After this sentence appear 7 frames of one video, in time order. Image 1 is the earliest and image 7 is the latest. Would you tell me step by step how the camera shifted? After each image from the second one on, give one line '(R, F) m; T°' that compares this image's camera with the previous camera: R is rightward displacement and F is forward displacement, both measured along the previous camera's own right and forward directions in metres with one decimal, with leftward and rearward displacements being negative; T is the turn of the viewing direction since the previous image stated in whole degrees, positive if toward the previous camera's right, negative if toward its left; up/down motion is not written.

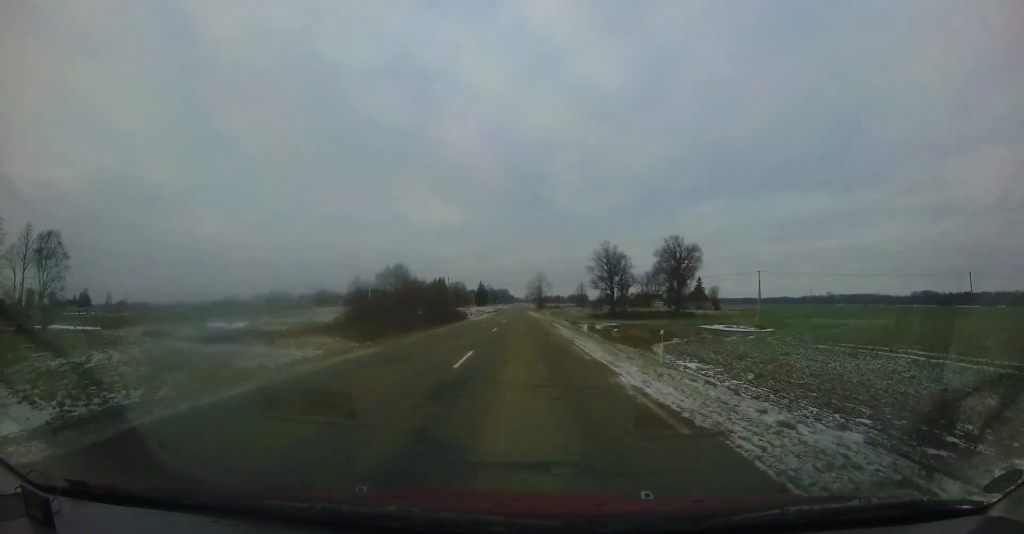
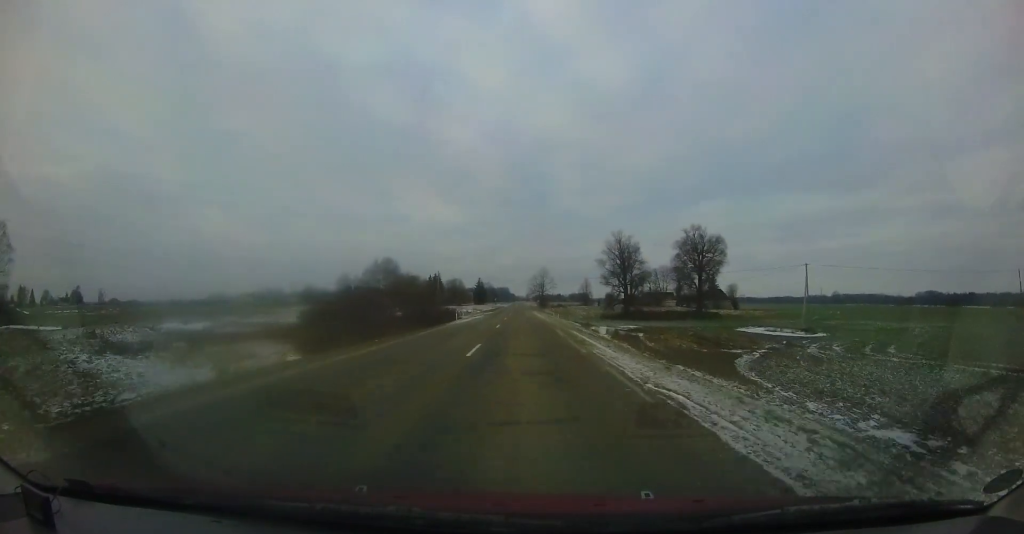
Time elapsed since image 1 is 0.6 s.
(0.0, +10.8) m; 0°
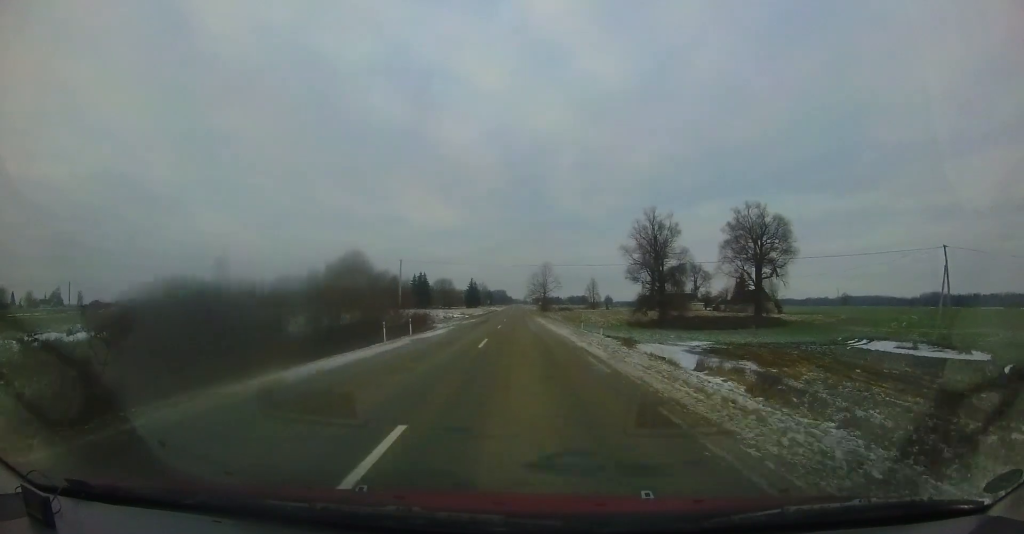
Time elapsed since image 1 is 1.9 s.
(+0.3, +21.8) m; -1°
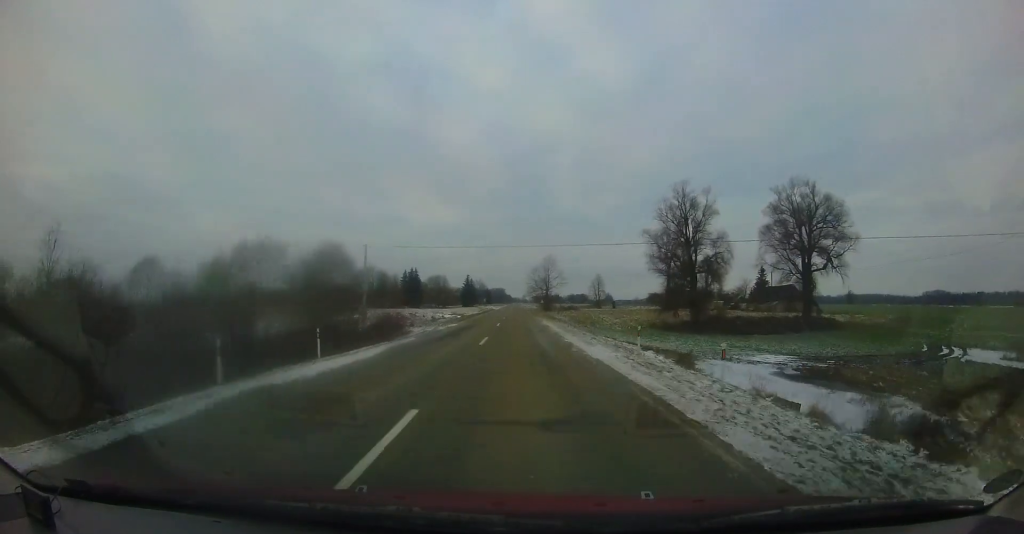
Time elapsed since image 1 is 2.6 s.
(-0.3, +11.5) m; -1°
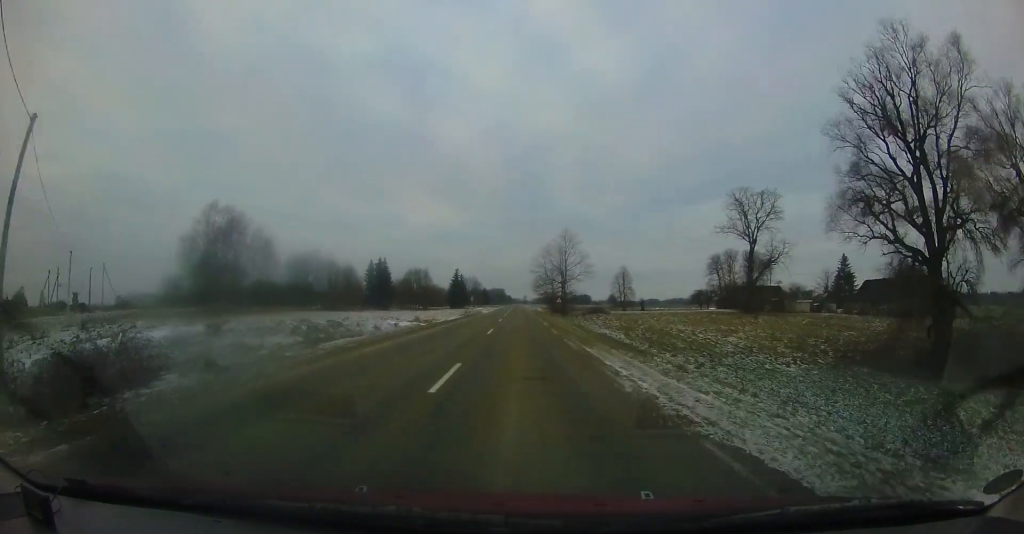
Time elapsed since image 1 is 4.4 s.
(-0.8, +32.6) m; -1°
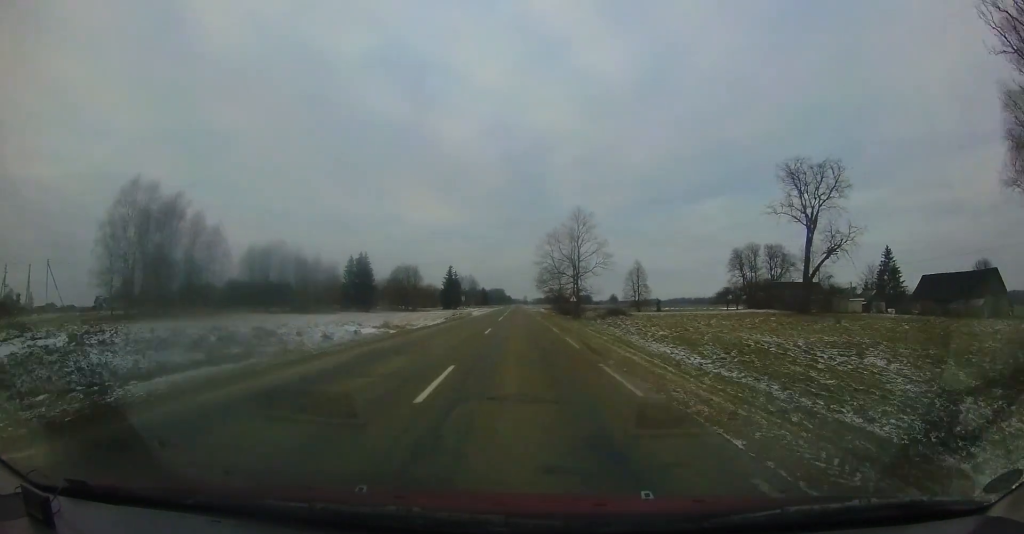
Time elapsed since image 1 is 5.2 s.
(-0.3, +12.8) m; +2°
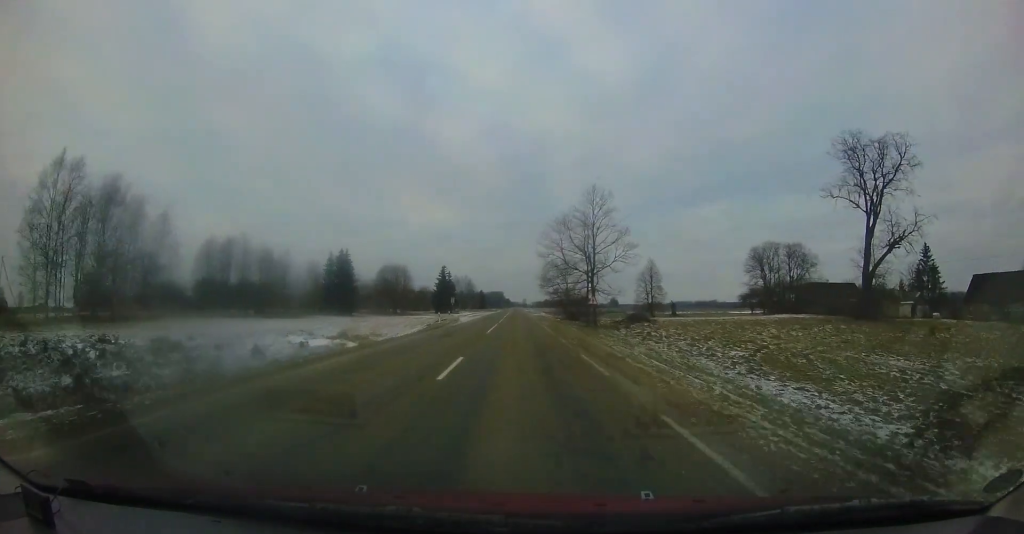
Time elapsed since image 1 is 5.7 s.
(+0.5, +9.9) m; 0°
